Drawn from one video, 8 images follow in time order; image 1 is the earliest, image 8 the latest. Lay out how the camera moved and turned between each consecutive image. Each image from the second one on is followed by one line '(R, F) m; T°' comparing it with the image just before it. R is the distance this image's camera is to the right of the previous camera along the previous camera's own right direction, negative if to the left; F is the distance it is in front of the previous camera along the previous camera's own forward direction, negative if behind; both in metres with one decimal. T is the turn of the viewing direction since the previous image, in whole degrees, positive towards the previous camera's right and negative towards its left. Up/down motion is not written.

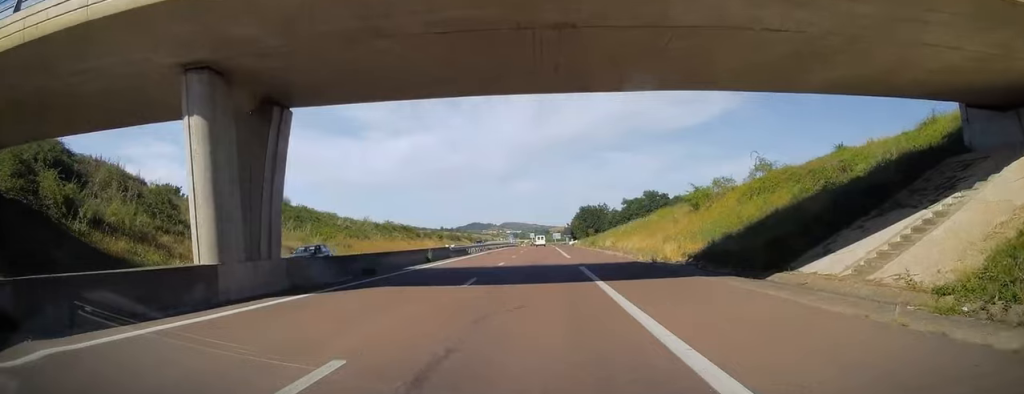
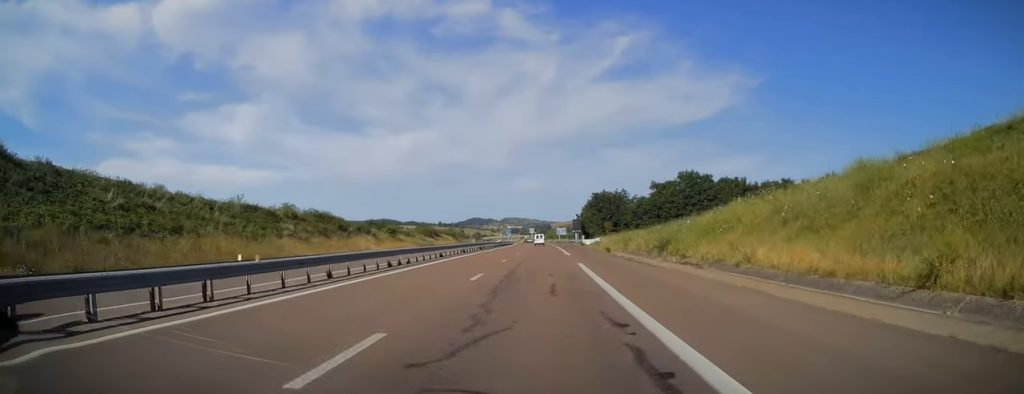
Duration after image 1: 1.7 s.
(+0.1, +50.3) m; +1°
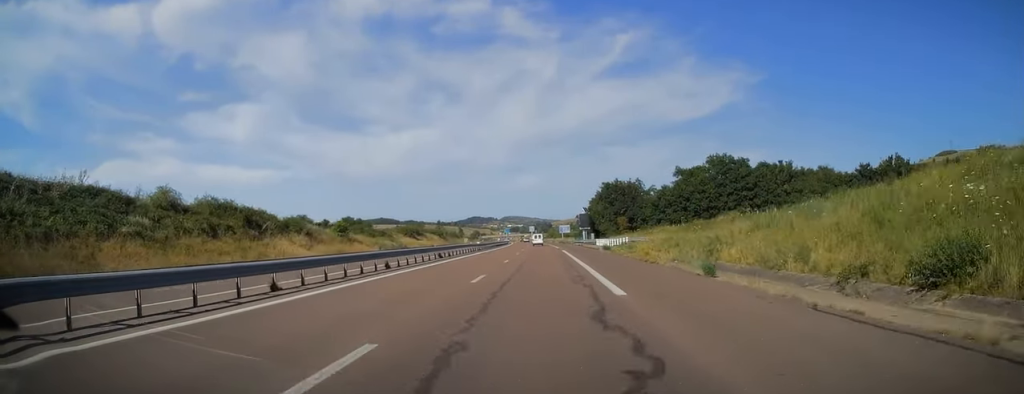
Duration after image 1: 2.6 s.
(+0.3, +26.6) m; 0°
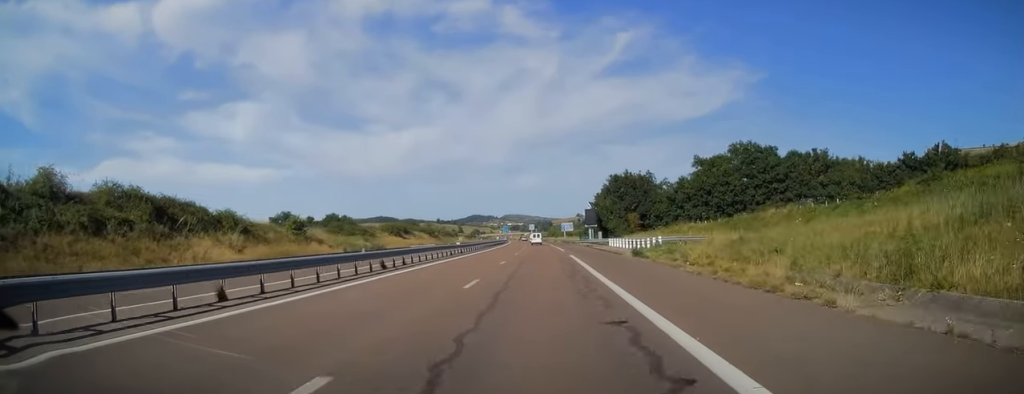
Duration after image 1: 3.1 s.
(-0.2, +14.8) m; 0°
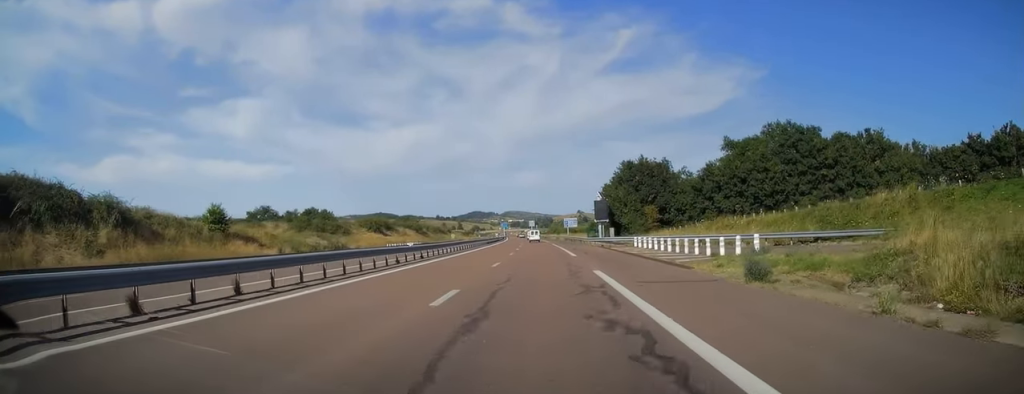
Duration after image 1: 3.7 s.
(-0.1, +17.3) m; 0°
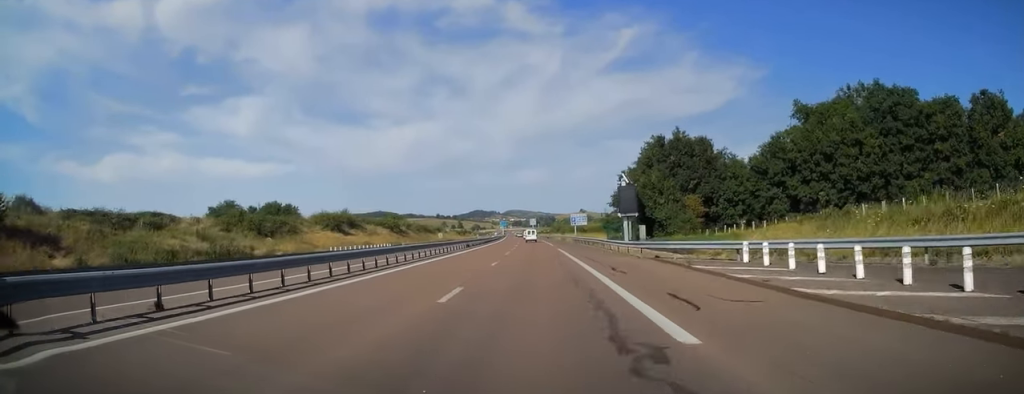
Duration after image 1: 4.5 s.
(0.0, +25.2) m; 0°
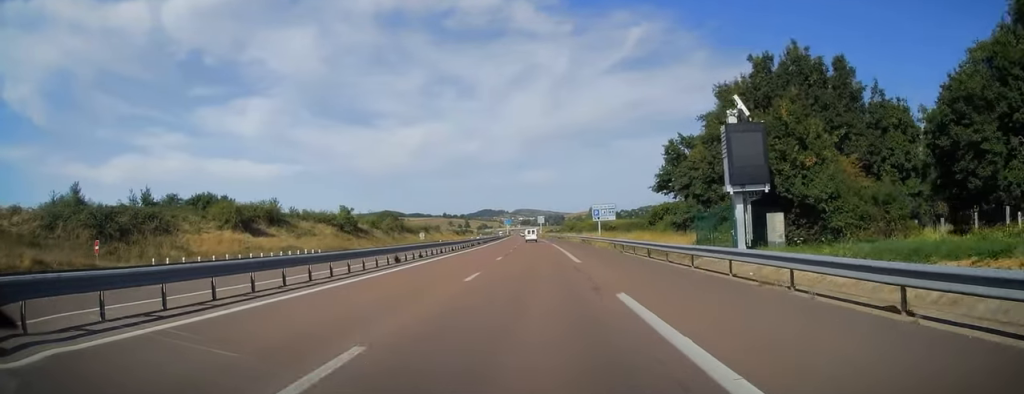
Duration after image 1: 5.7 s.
(-0.1, +33.8) m; -1°
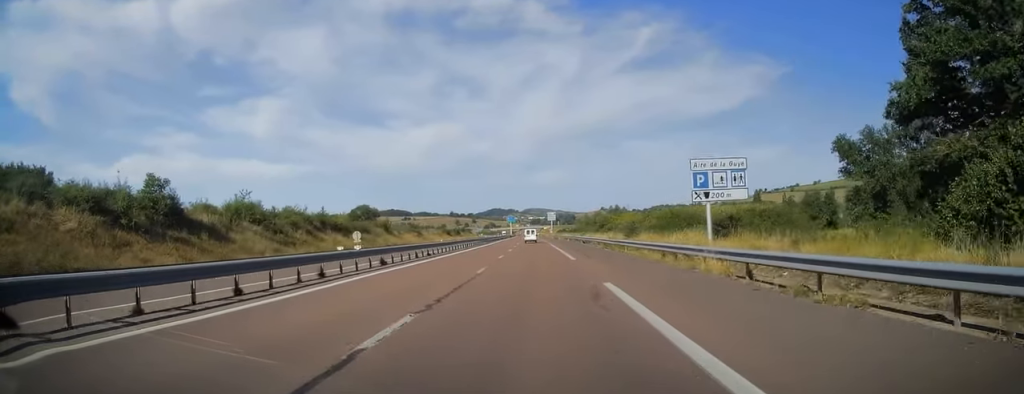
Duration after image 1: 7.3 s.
(-0.6, +49.1) m; -1°
